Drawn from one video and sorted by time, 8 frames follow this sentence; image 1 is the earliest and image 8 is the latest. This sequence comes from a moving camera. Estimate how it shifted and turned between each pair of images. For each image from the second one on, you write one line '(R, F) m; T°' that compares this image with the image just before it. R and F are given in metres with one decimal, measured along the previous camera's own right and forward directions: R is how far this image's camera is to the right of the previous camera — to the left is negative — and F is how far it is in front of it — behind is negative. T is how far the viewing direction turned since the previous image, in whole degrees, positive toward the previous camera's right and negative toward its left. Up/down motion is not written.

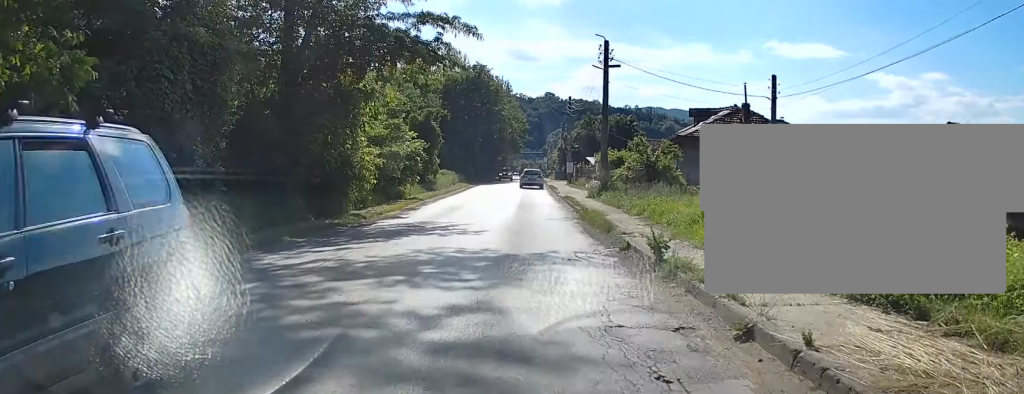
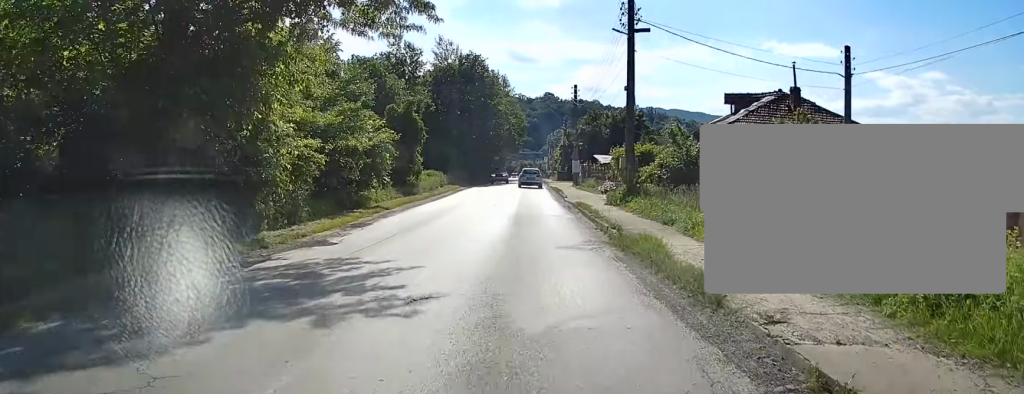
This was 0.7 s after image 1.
(-0.1, +8.6) m; -1°
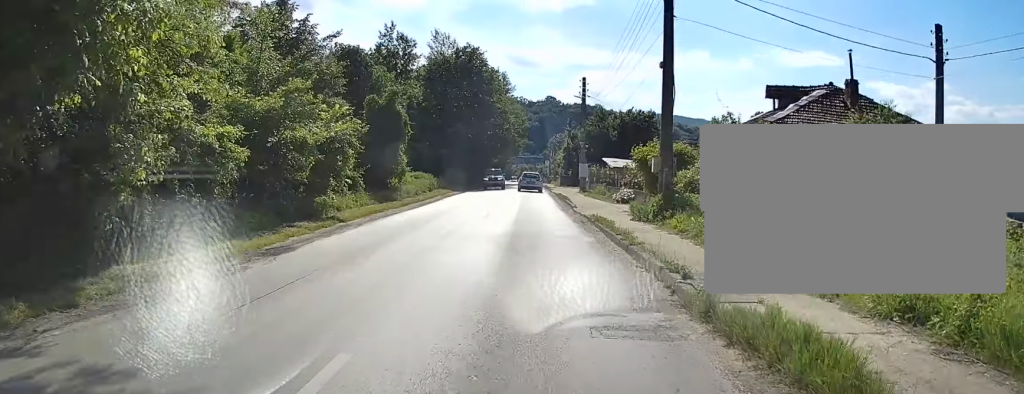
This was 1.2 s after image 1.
(0.0, +6.5) m; 0°
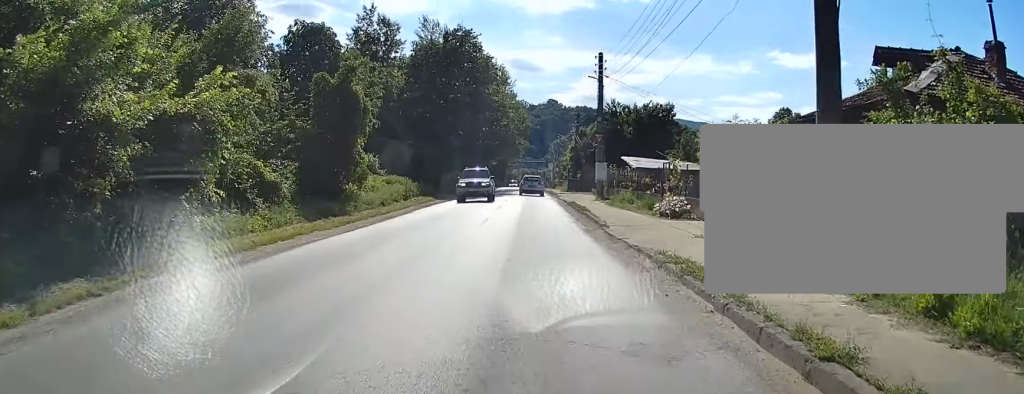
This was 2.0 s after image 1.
(0.0, +10.4) m; +2°
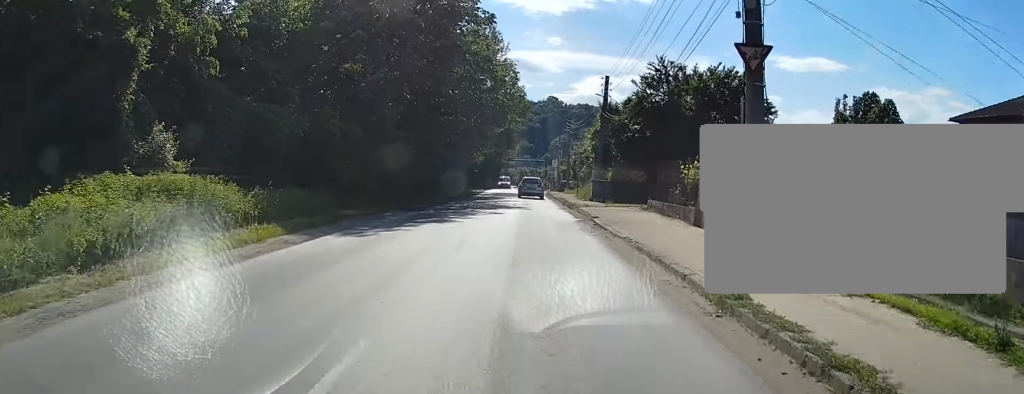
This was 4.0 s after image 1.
(+0.4, +25.7) m; +1°
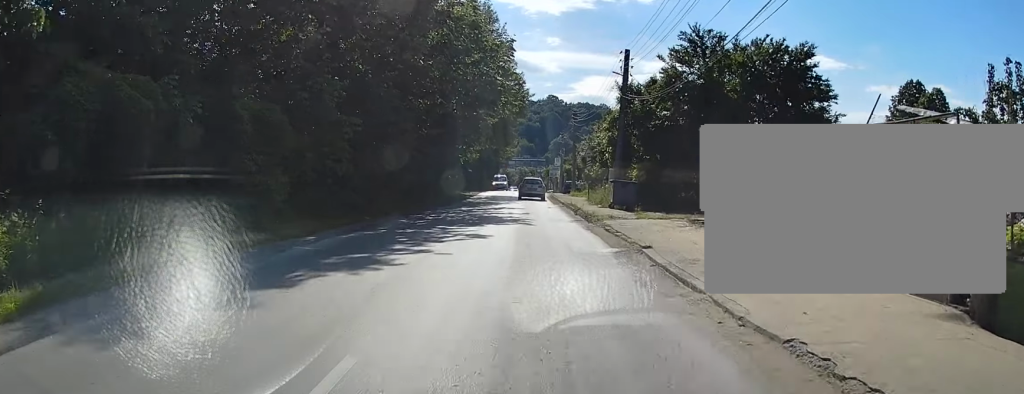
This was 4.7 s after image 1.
(+0.1, +9.2) m; 0°
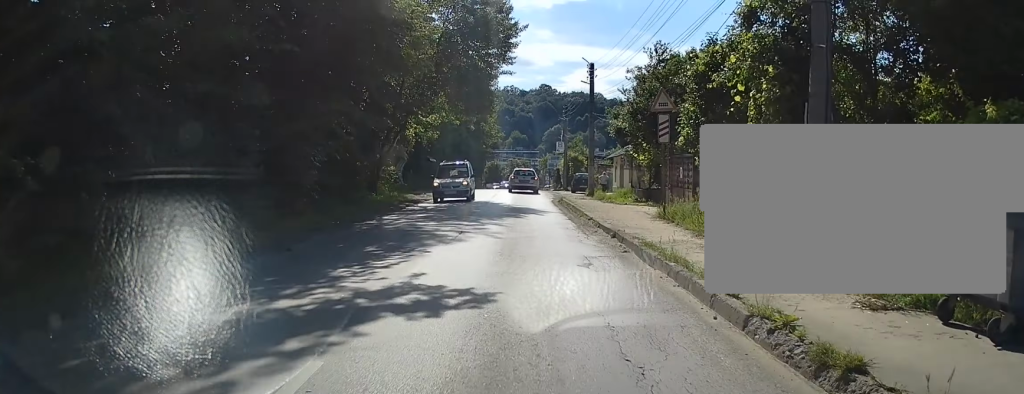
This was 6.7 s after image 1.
(-0.3, +24.8) m; -2°
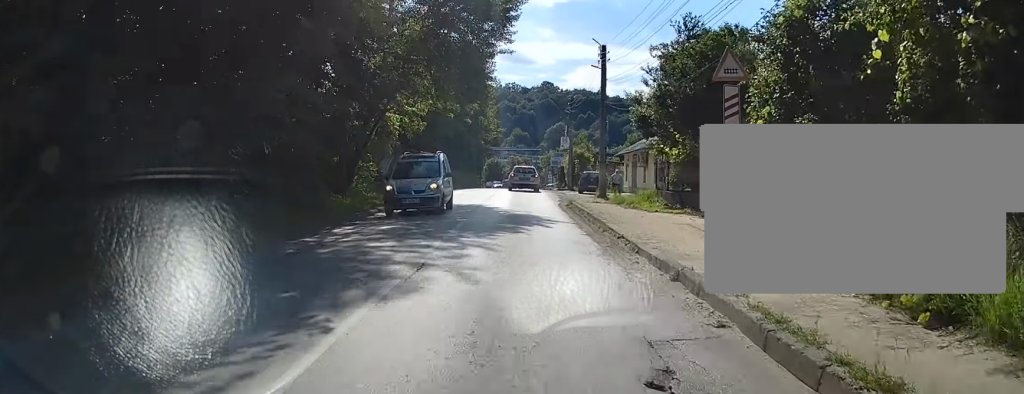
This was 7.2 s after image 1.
(0.0, +5.7) m; 0°
